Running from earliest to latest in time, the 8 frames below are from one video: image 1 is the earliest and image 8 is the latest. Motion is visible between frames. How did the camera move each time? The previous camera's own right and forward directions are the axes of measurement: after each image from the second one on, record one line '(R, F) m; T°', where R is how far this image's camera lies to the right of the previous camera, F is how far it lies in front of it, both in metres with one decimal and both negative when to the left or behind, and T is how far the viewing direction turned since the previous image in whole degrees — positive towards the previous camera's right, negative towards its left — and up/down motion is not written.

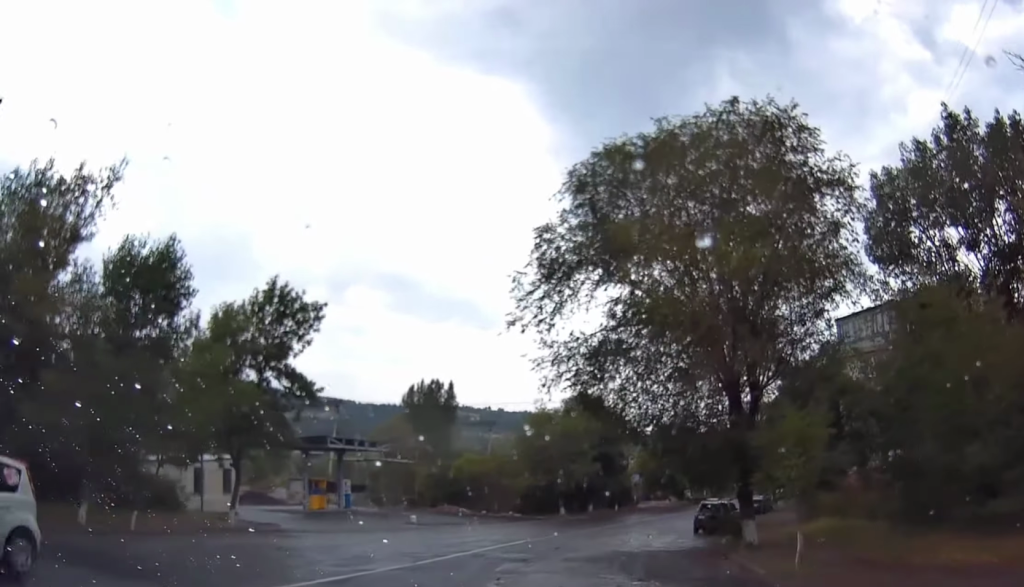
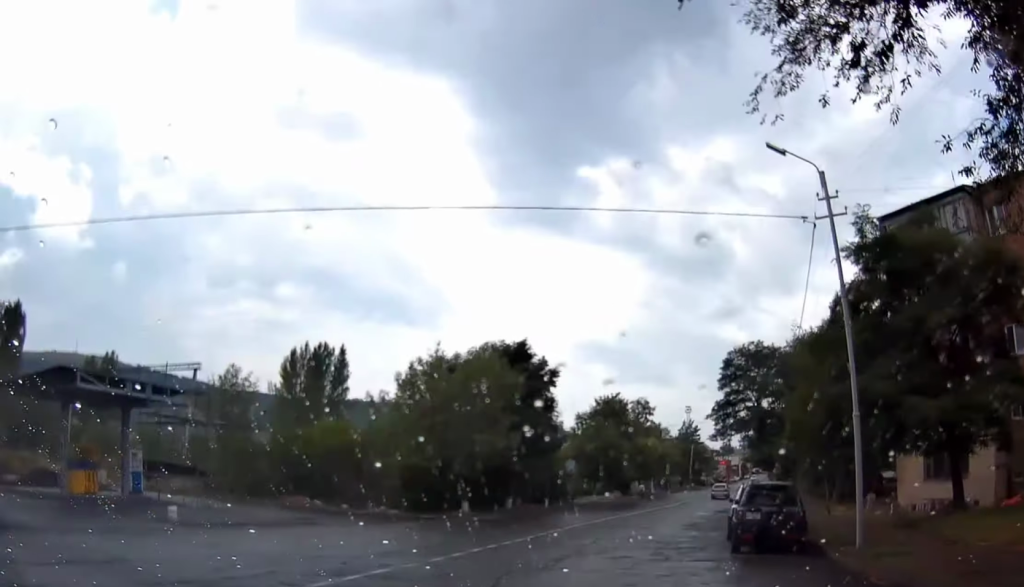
(+0.5, +20.9) m; +4°
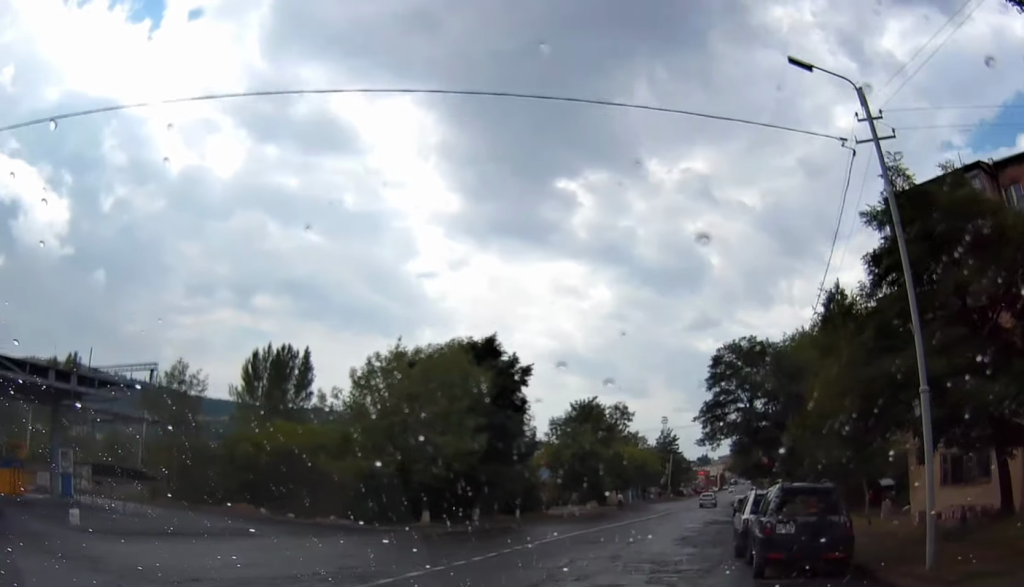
(+0.2, +4.3) m; +1°
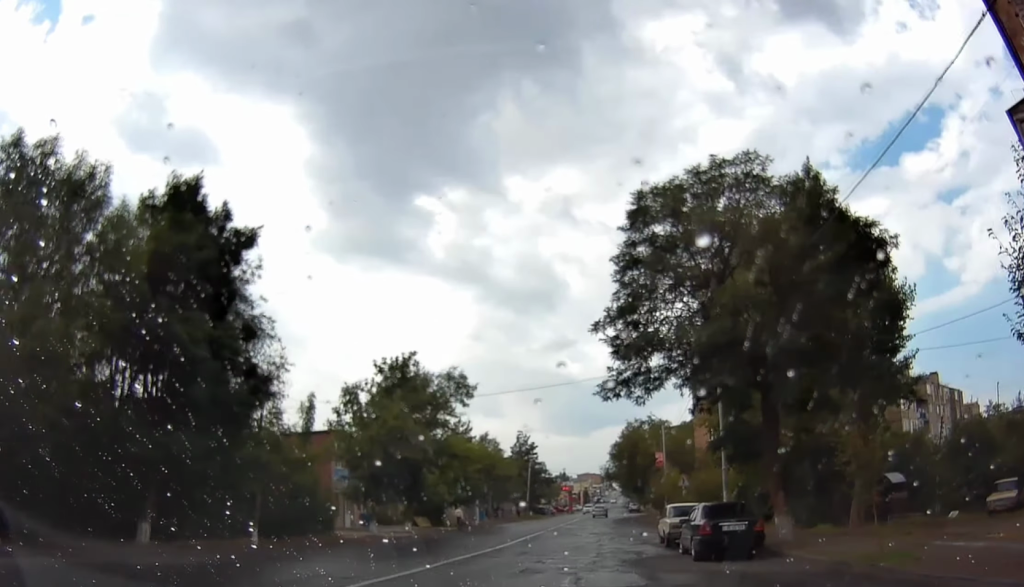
(+2.3, +22.5) m; +12°
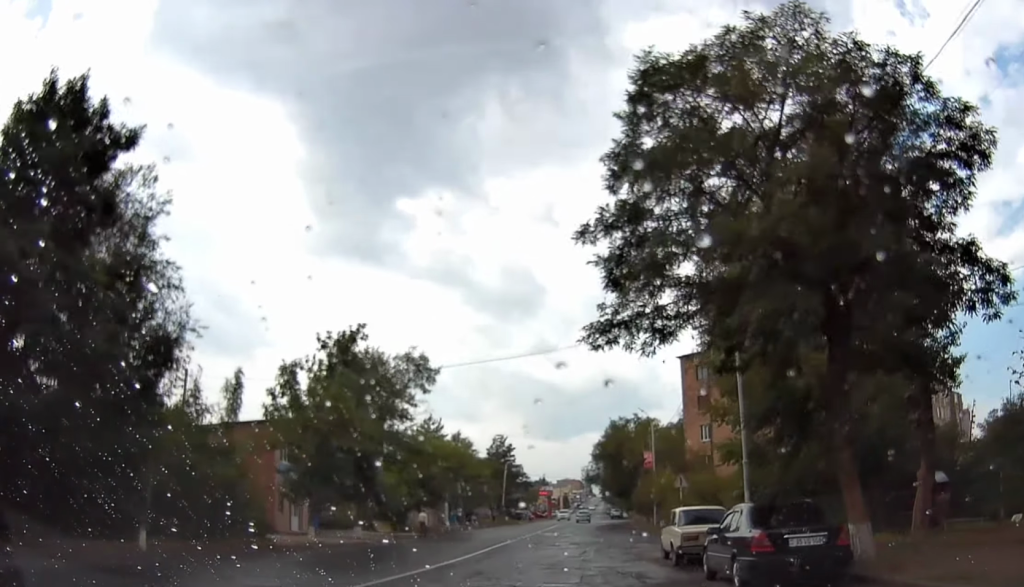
(+0.2, +6.2) m; +2°
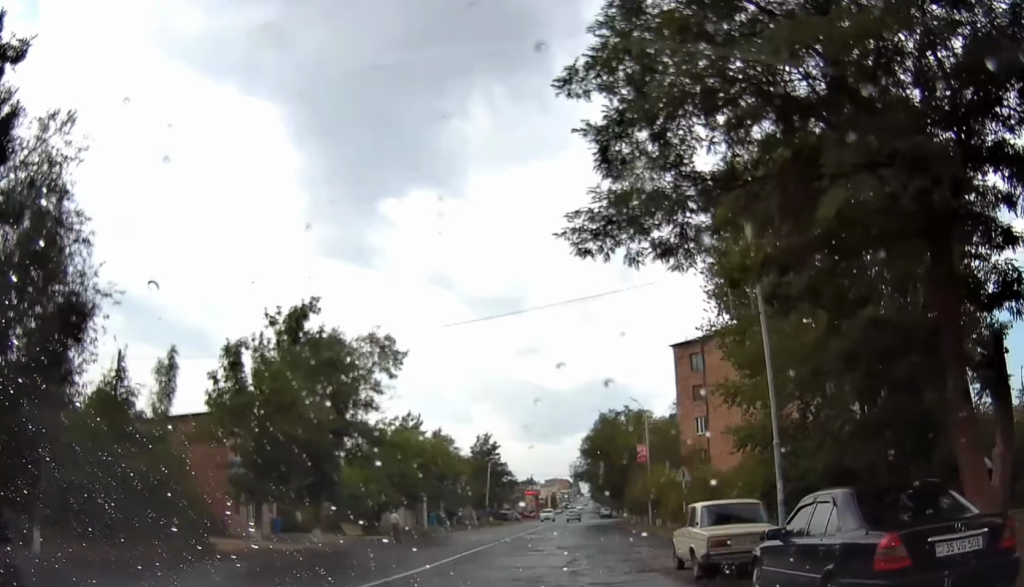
(0.0, +4.4) m; 0°
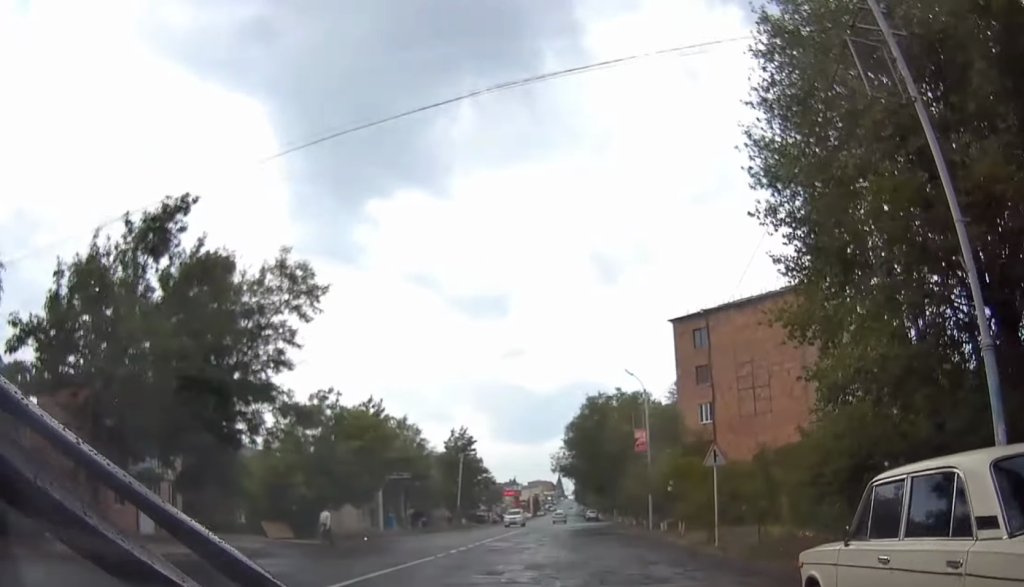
(0.0, +9.4) m; +1°
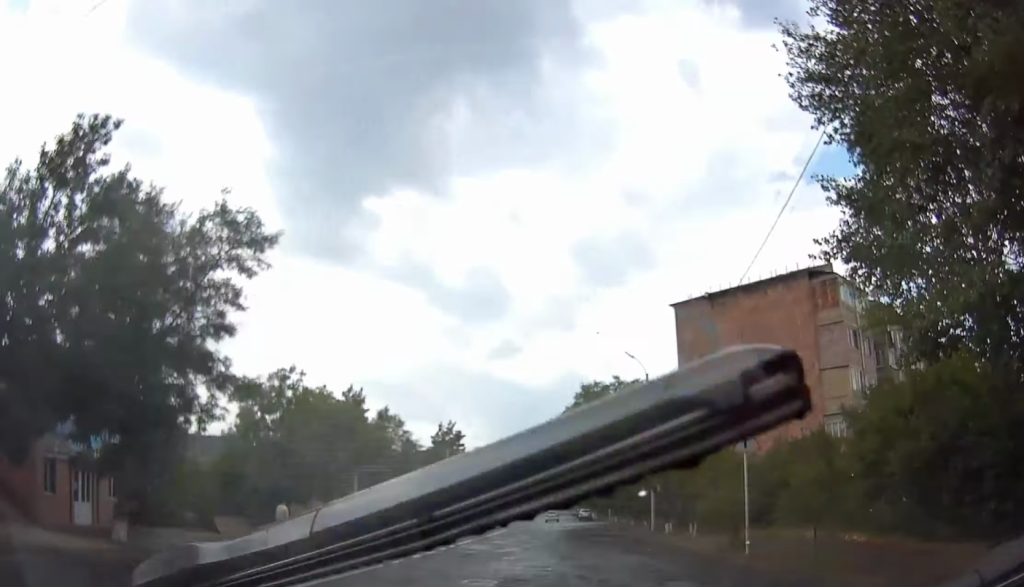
(0.0, +4.3) m; +2°
